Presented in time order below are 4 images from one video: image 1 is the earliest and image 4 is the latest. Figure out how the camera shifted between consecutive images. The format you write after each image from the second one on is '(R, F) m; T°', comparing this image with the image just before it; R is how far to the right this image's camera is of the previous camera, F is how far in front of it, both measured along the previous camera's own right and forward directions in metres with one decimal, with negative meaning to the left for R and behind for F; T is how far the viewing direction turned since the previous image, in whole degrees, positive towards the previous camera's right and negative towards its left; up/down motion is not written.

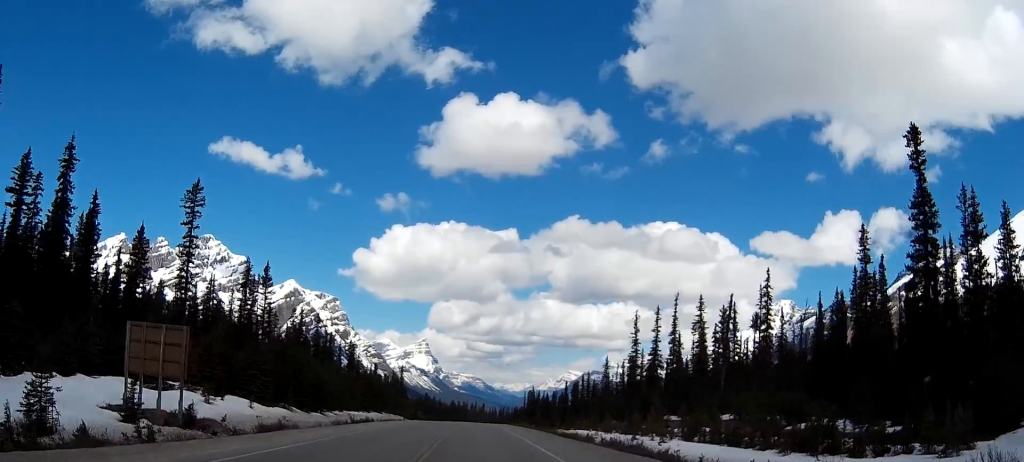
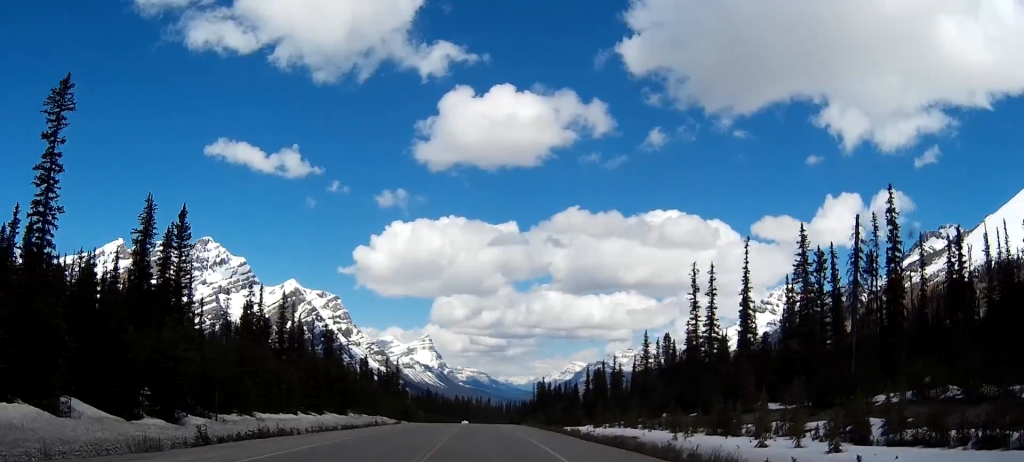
(0.0, +39.6) m; 0°
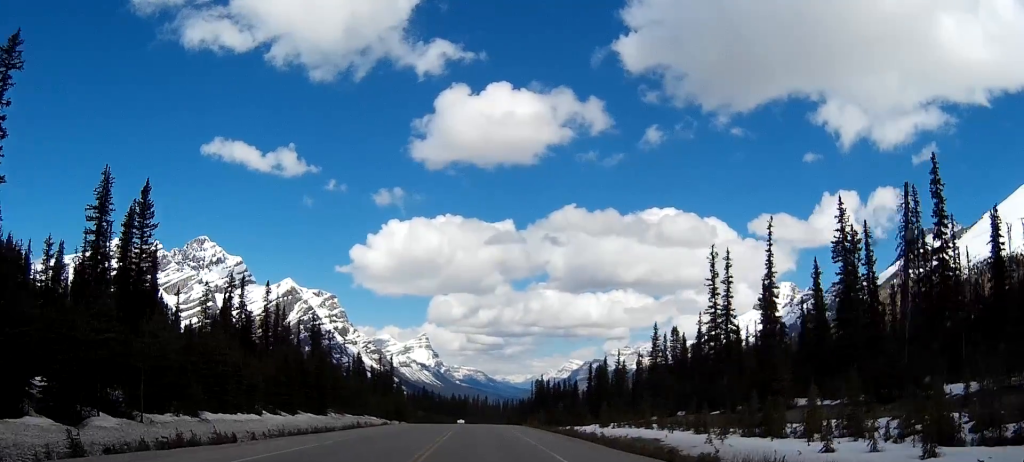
(0.0, +10.5) m; 0°
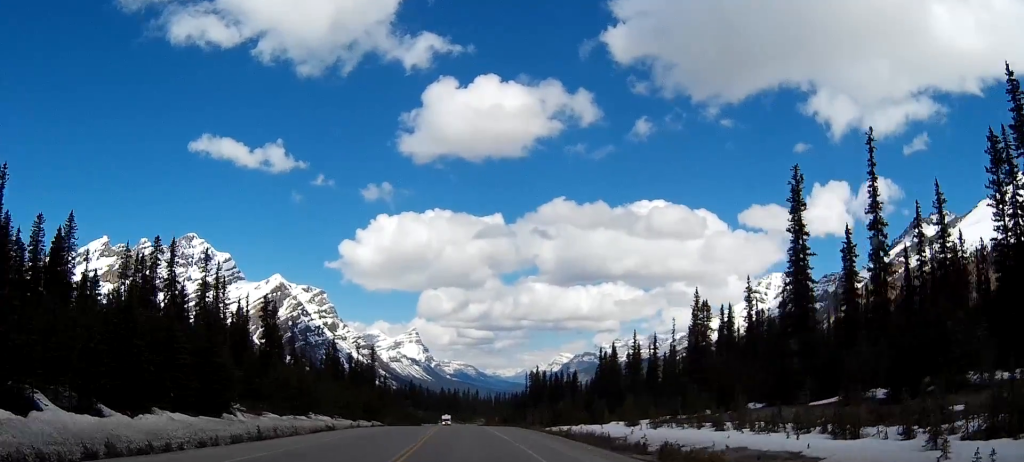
(-0.1, +30.1) m; 0°
